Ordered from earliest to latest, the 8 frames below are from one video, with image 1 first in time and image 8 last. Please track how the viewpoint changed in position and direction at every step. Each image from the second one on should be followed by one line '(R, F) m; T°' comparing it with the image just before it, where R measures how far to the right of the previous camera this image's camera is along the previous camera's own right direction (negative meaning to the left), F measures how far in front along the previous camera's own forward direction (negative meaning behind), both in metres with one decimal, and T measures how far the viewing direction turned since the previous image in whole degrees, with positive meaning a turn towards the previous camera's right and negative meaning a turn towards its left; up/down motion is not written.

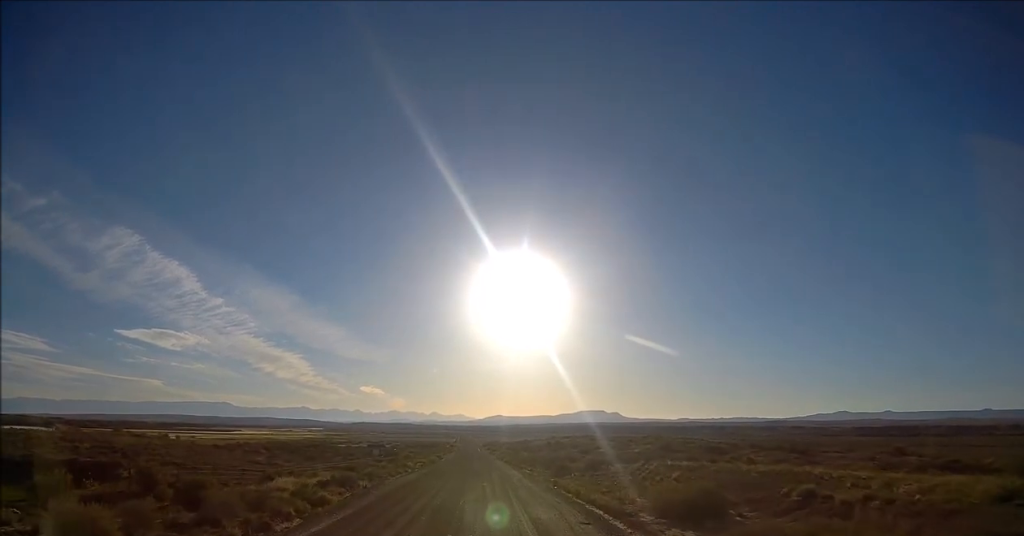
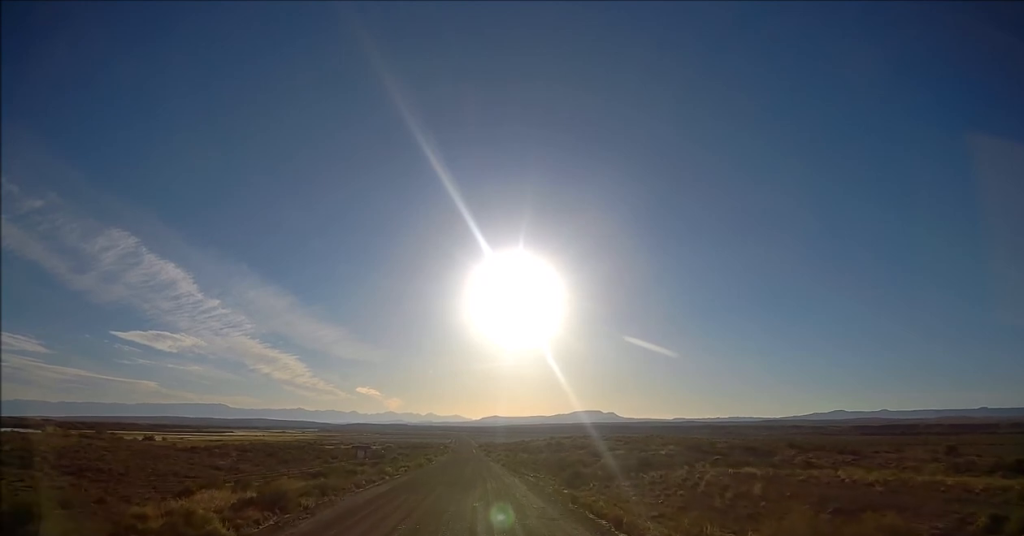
(-0.4, +11.3) m; 0°
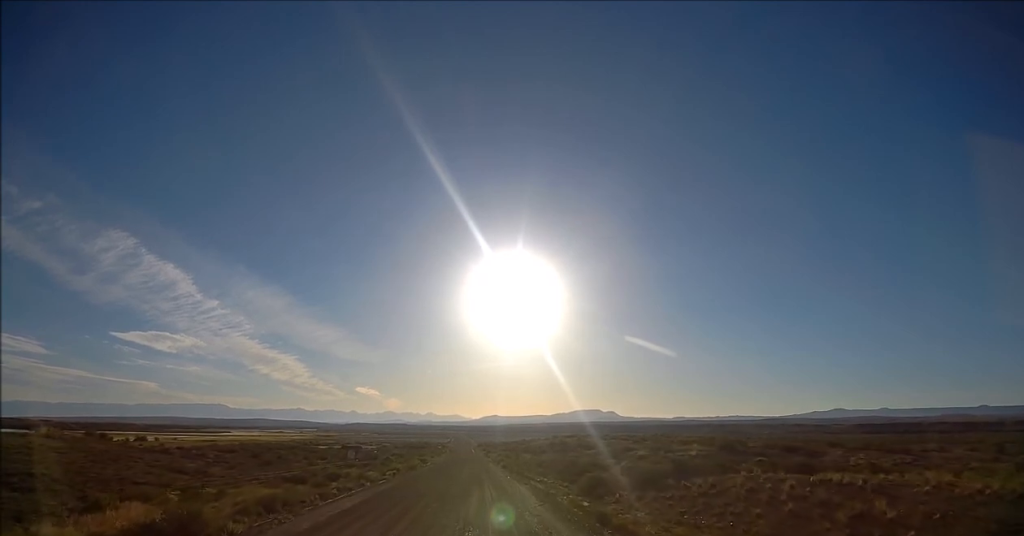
(+0.5, +7.8) m; +3°
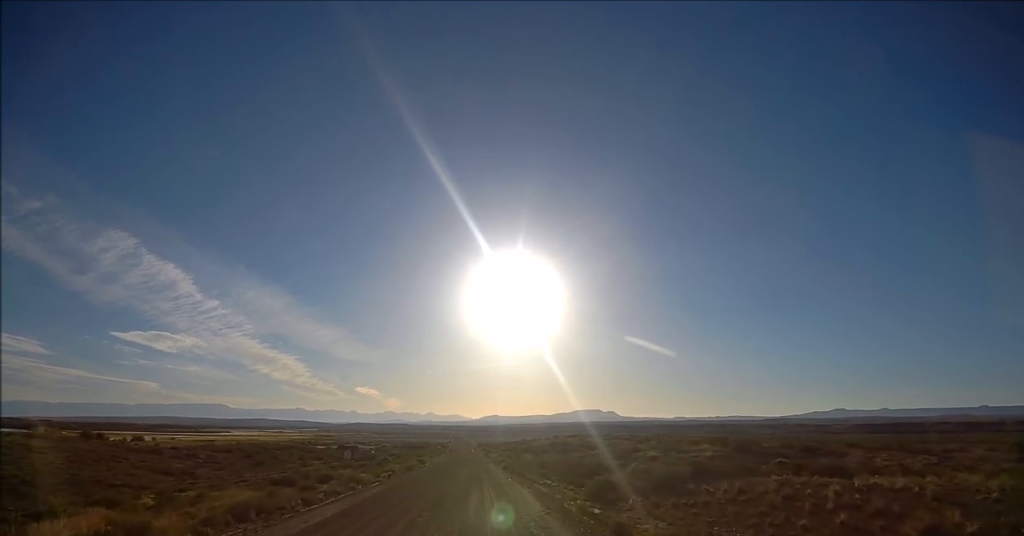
(-0.1, +2.6) m; 0°
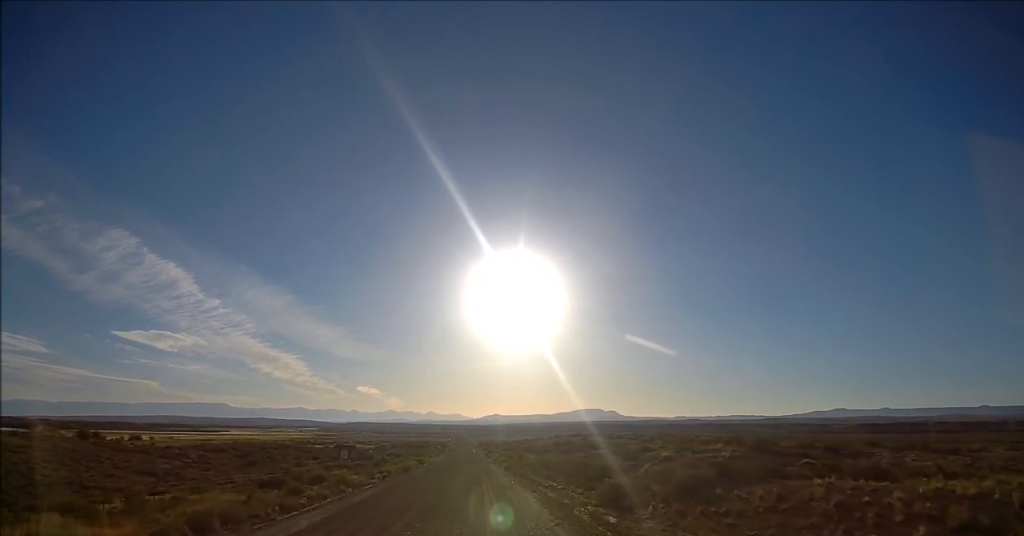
(0.0, +2.9) m; 0°
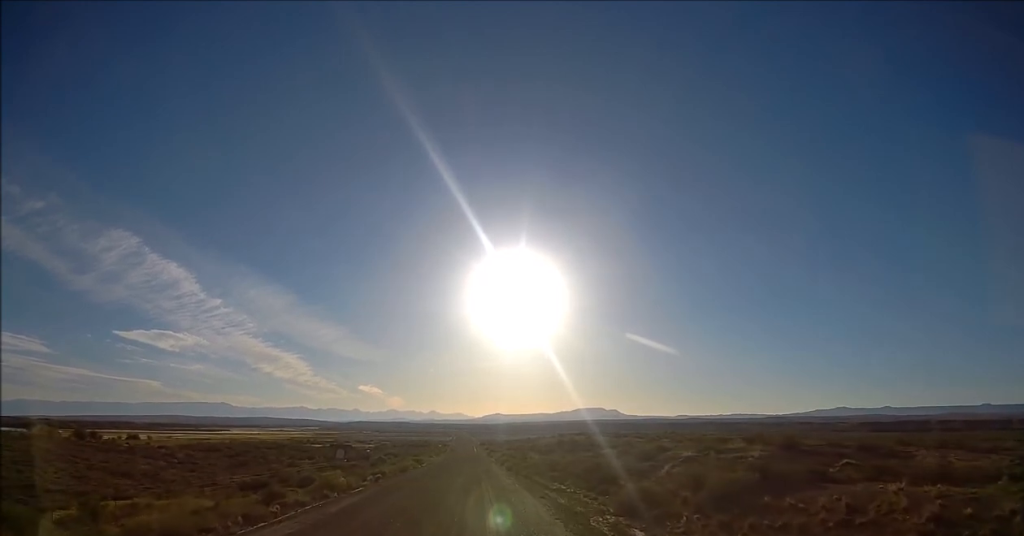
(+0.1, +3.9) m; 0°
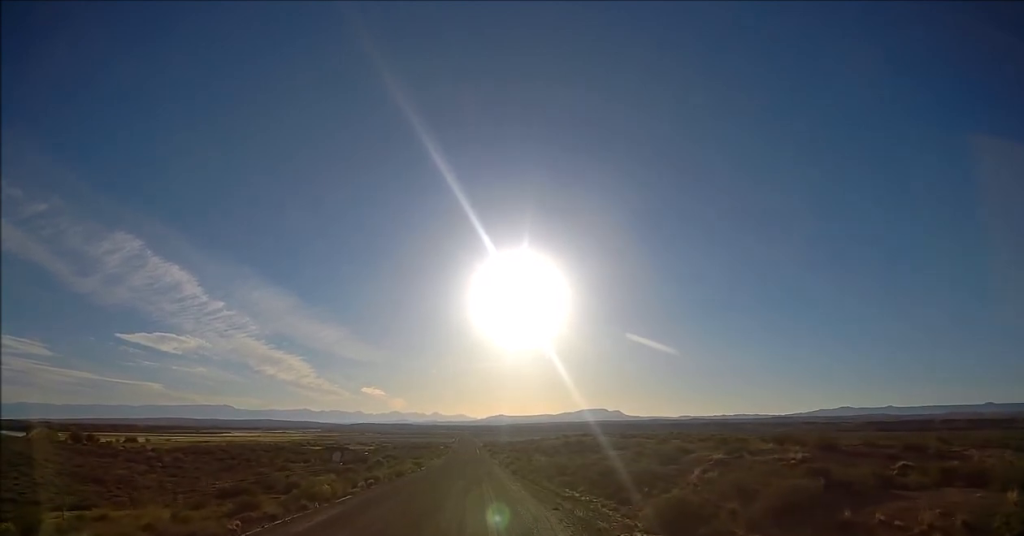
(0.0, +4.7) m; -1°
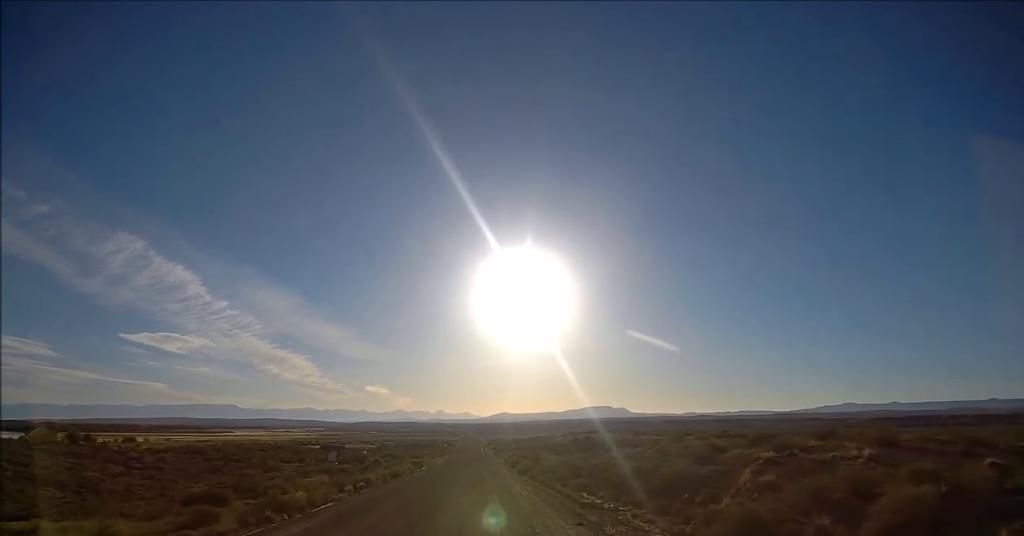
(-0.1, +5.4) m; -2°
